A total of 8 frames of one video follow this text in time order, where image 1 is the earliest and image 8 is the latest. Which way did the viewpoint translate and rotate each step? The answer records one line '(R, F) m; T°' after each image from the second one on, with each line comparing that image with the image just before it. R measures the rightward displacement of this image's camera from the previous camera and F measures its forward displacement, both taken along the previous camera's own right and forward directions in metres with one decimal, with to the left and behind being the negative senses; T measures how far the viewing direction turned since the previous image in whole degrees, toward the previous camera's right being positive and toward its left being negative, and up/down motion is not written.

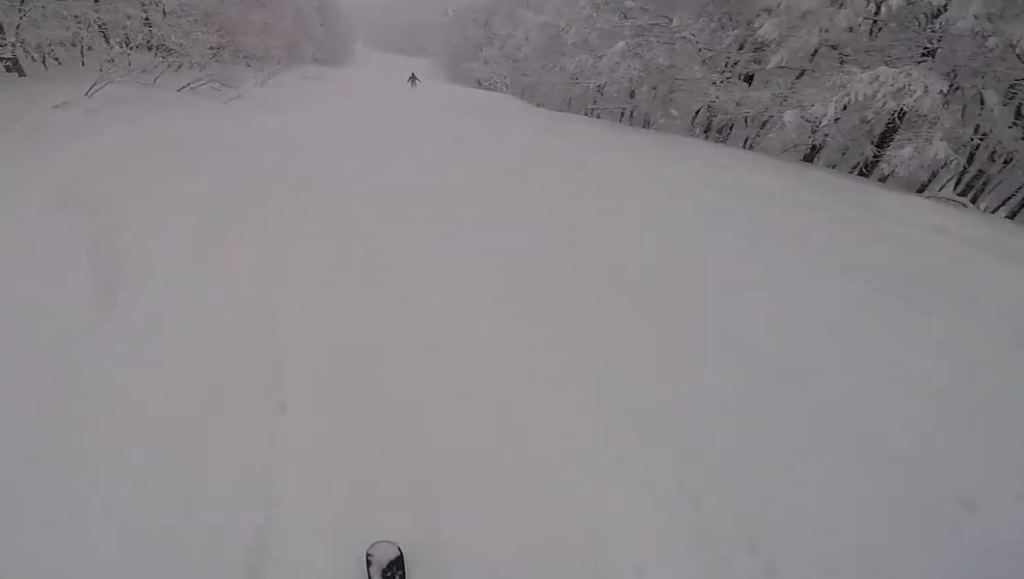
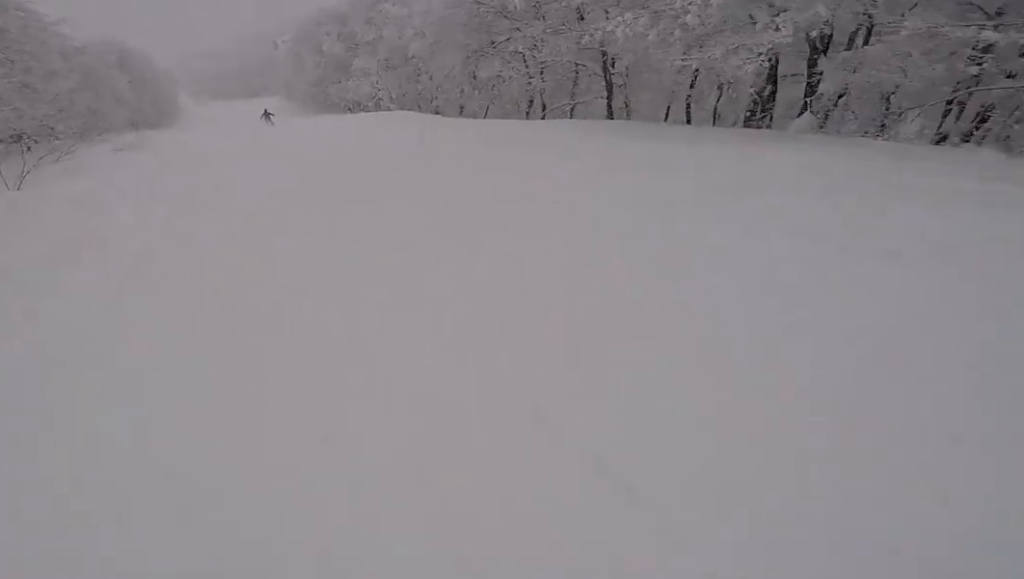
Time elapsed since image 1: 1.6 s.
(+2.1, +12.1) m; +10°
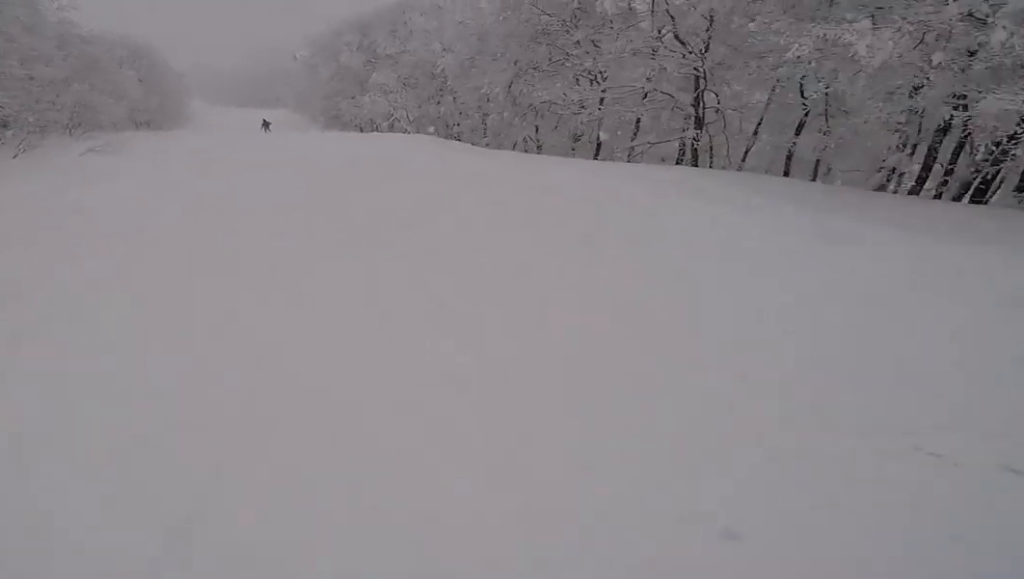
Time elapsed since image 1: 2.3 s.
(+0.5, +5.3) m; -6°
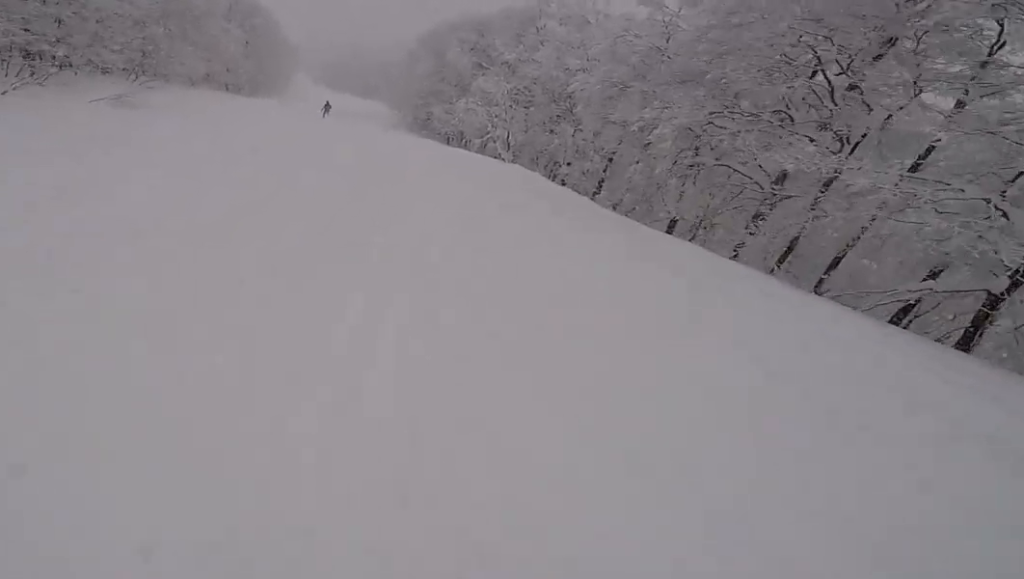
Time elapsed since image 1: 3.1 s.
(-1.3, +6.6) m; -14°
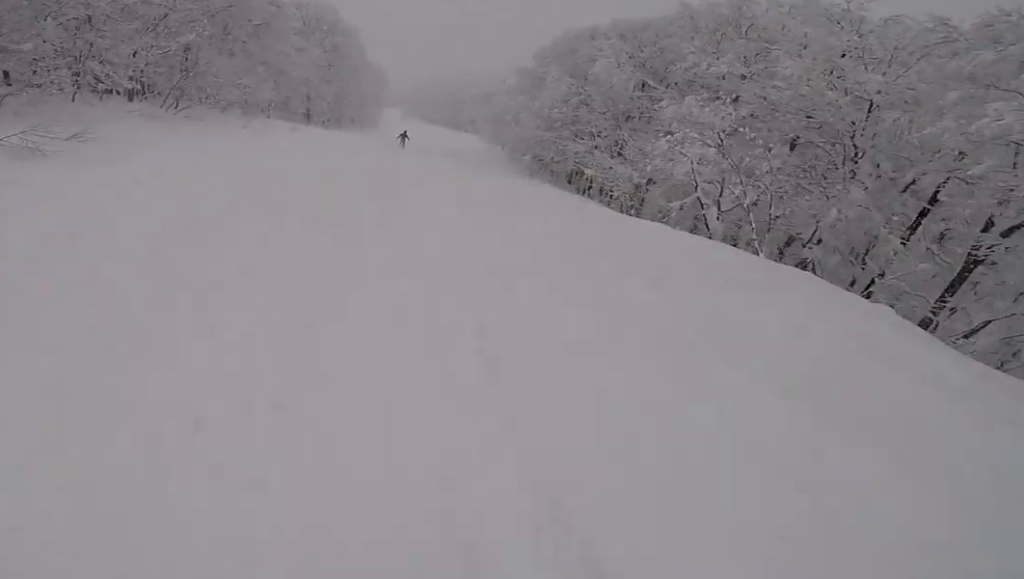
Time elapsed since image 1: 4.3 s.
(-1.3, +10.6) m; -8°
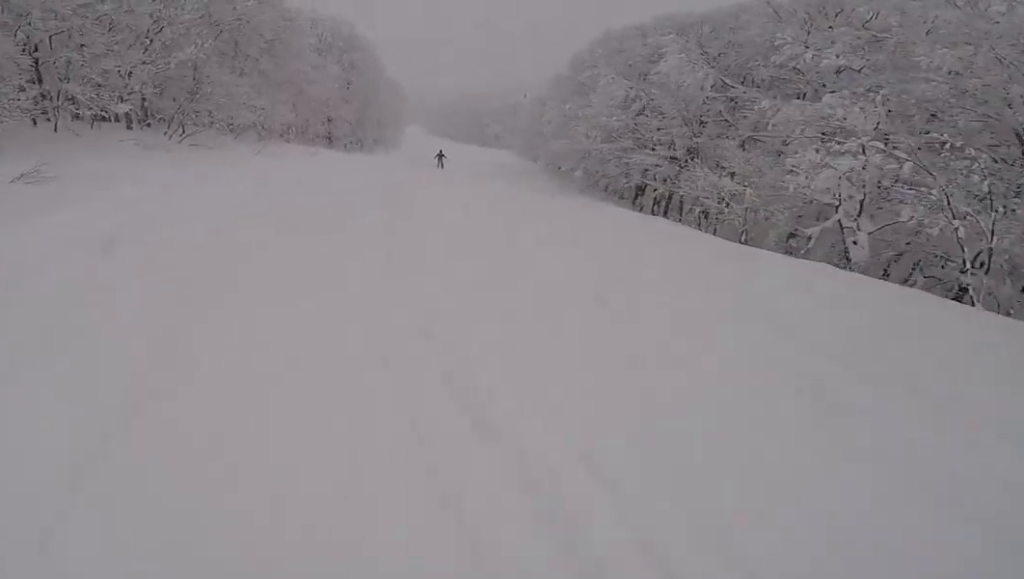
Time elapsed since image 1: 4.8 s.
(0.0, +3.7) m; +2°
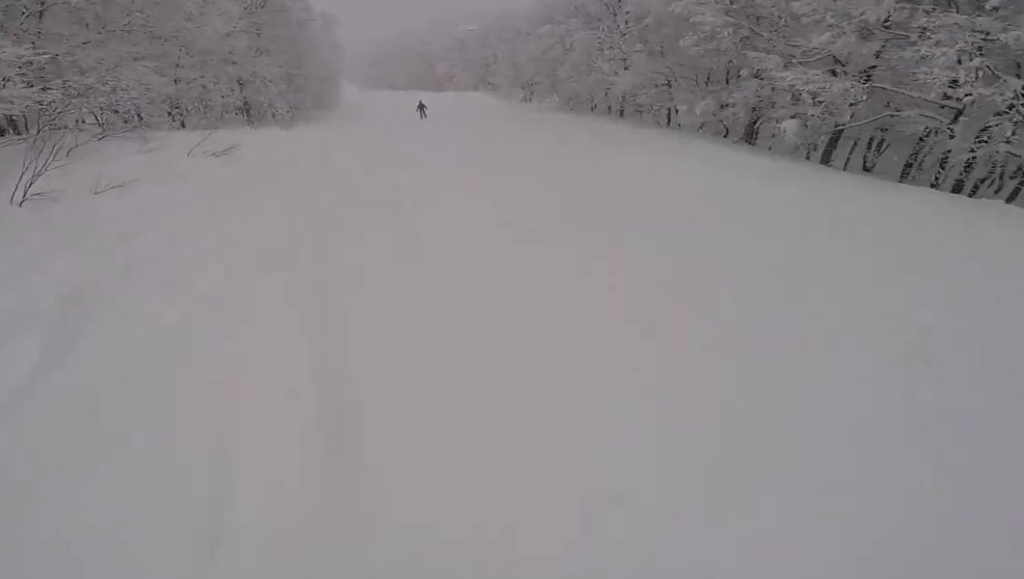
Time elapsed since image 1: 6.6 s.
(+1.8, +14.4) m; +15°
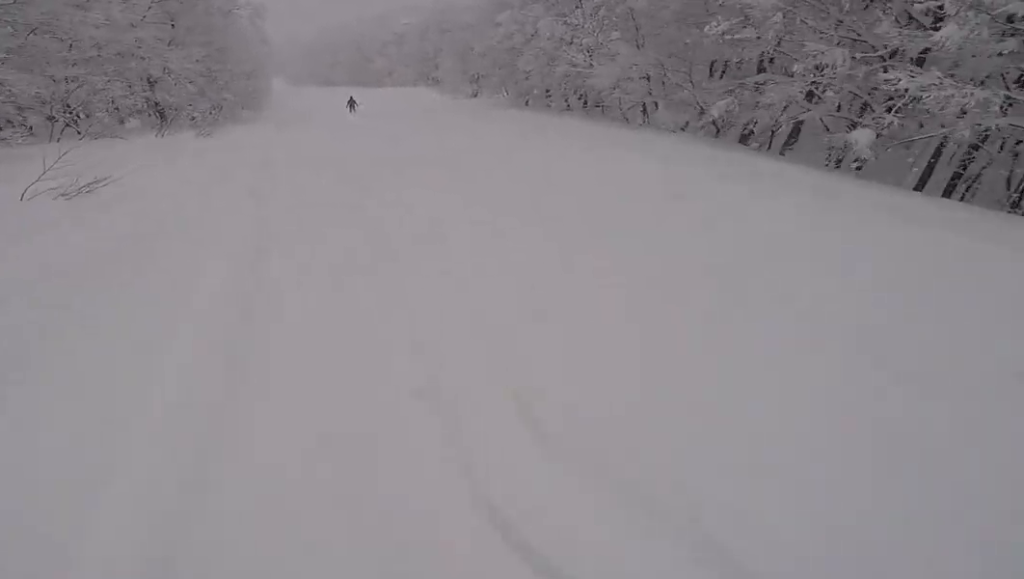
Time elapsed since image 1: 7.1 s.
(+0.5, +4.0) m; +1°
